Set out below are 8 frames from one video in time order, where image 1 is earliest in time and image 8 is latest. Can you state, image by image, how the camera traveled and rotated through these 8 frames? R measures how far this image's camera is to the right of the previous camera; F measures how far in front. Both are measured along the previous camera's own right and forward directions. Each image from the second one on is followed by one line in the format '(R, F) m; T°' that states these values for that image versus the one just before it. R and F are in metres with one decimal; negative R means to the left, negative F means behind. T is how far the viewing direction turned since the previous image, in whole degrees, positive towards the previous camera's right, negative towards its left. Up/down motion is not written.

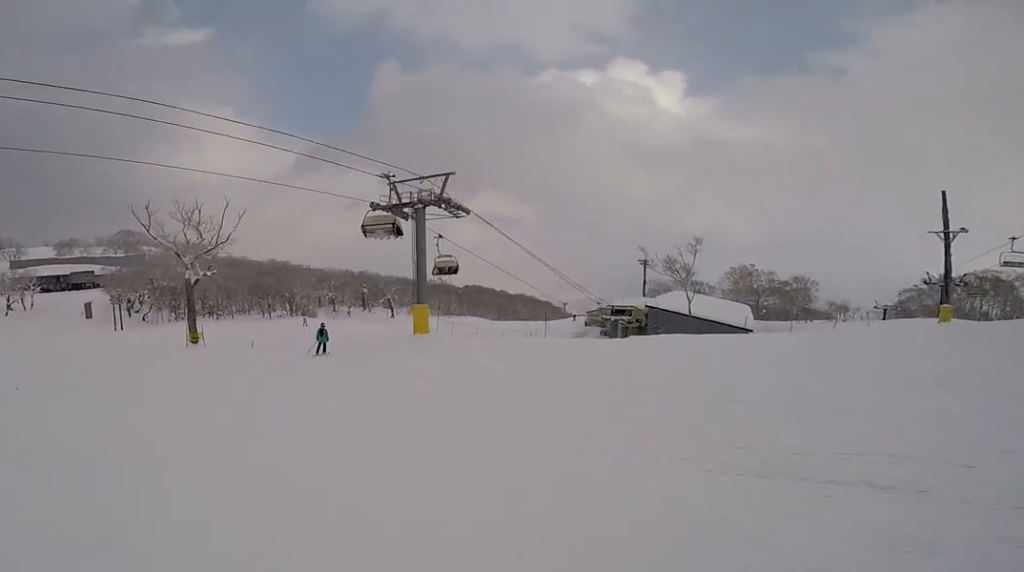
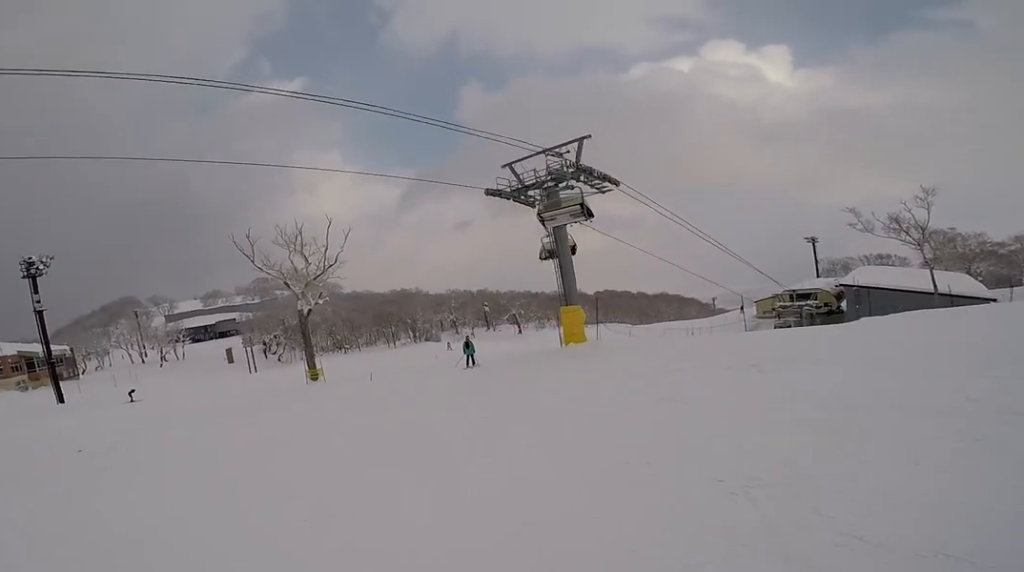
(+0.3, +5.4) m; +6°
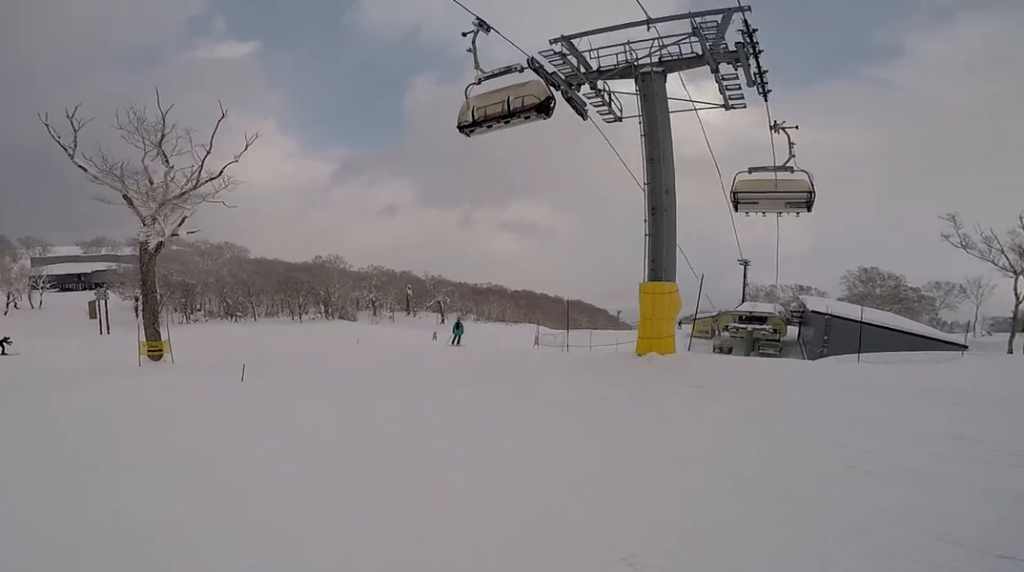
(-0.7, +11.6) m; -5°
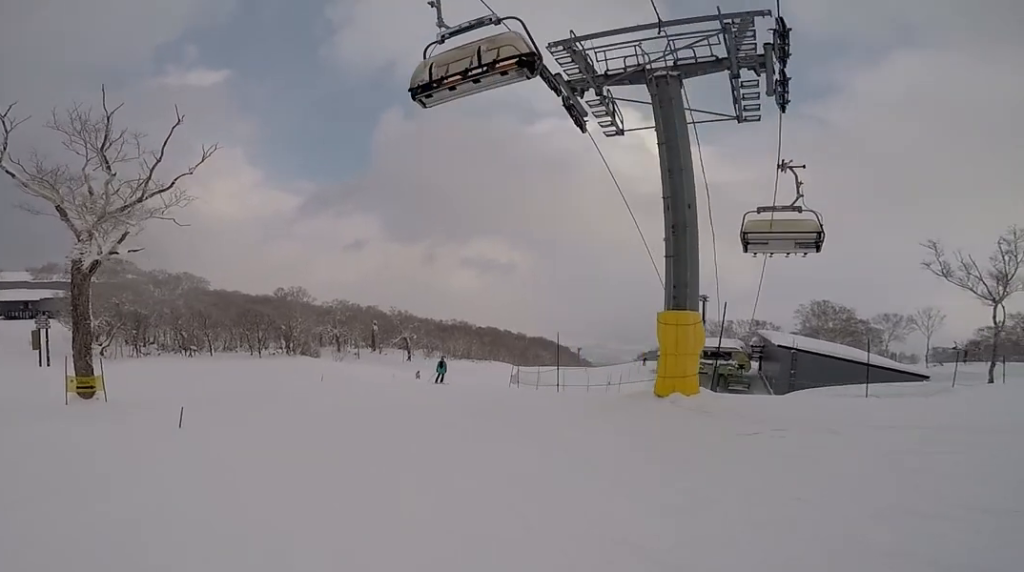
(-0.2, +2.1) m; +4°
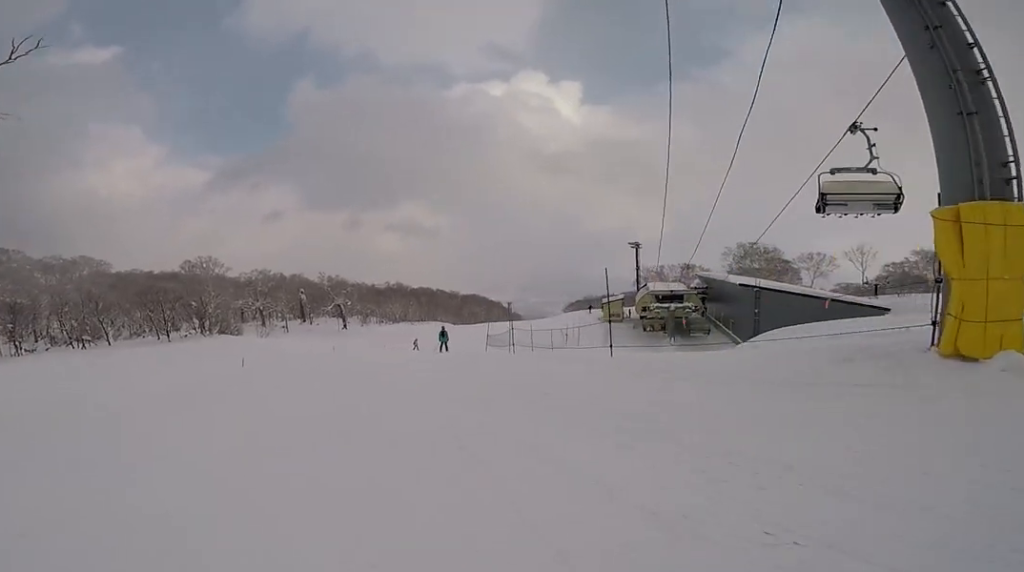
(+1.4, +6.2) m; +25°
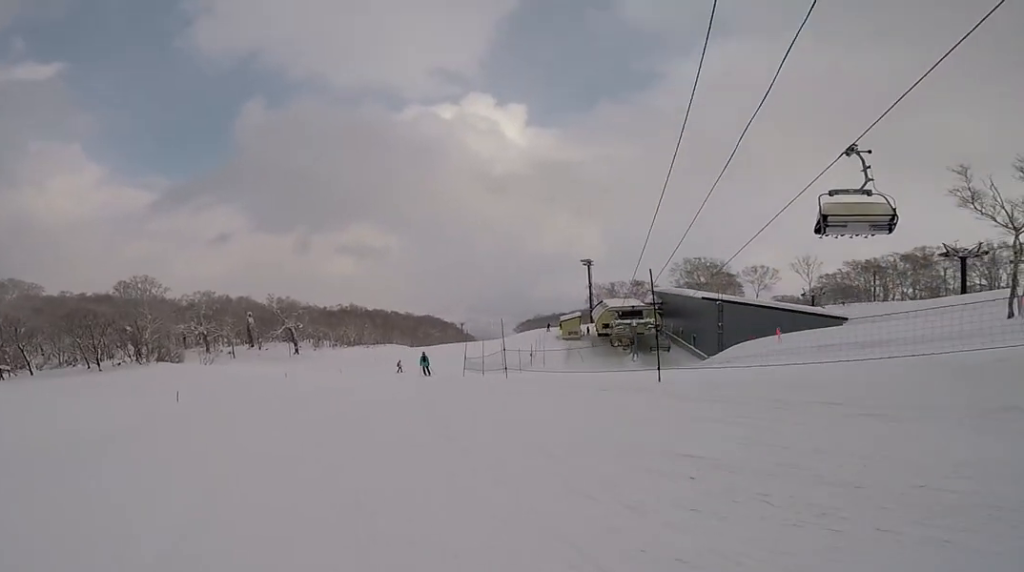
(+0.8, +2.8) m; -4°
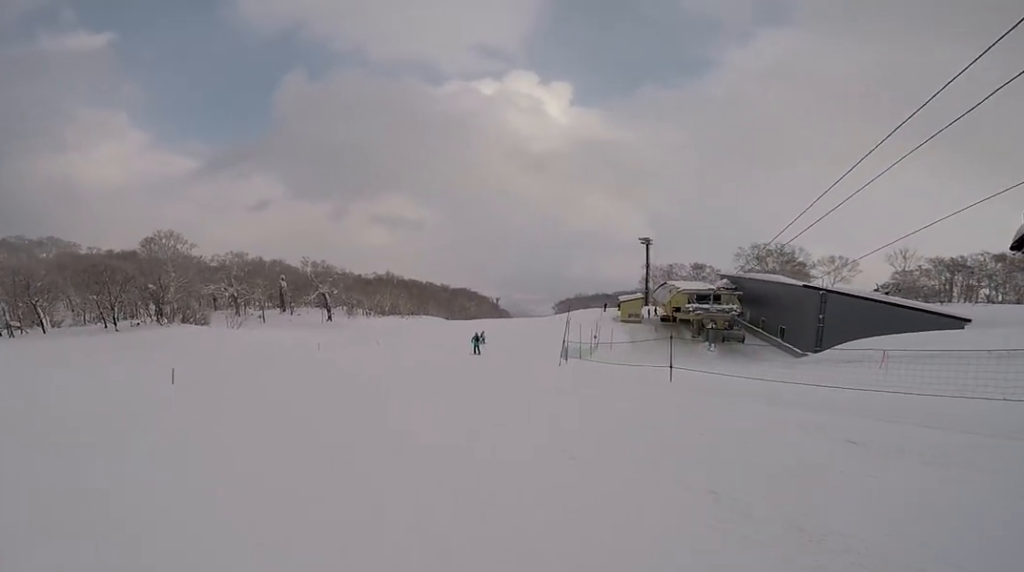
(-1.5, +5.2) m; -16°
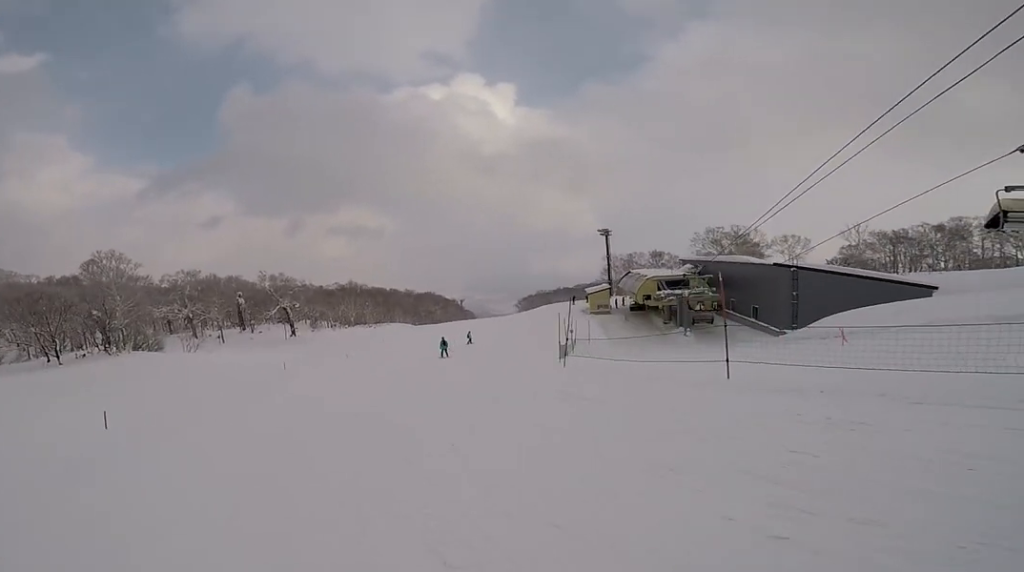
(+0.3, +2.5) m; +11°
